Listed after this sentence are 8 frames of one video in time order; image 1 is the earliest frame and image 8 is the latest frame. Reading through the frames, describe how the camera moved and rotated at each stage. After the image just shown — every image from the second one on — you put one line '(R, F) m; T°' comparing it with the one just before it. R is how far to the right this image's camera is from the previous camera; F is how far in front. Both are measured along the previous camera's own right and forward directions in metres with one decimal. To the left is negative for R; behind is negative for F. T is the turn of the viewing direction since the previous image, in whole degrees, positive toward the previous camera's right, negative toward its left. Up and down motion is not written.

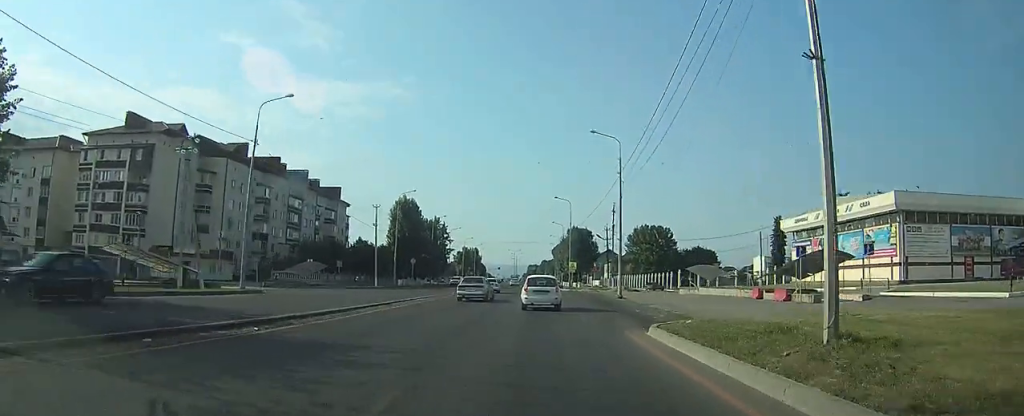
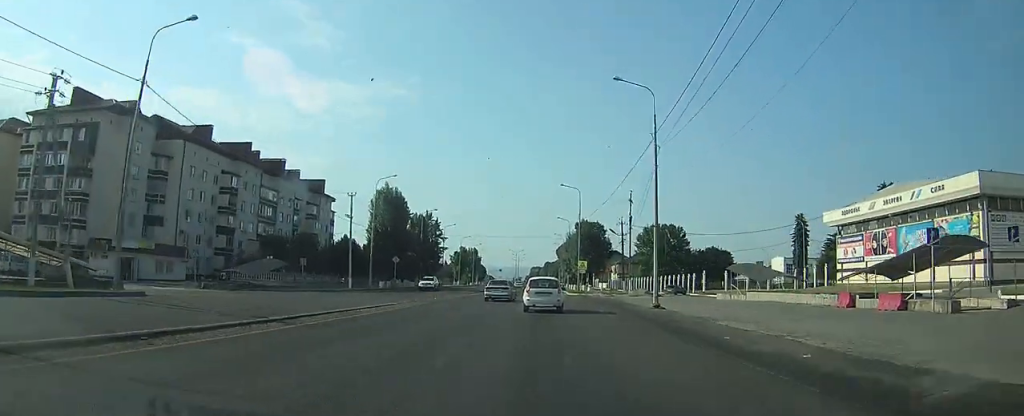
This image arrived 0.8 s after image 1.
(+0.4, +12.5) m; 0°
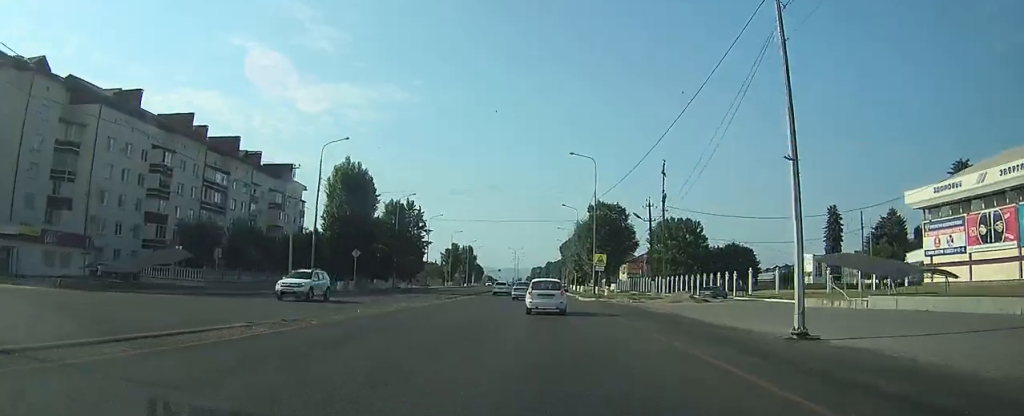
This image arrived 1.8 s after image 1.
(-0.3, +15.5) m; -5°
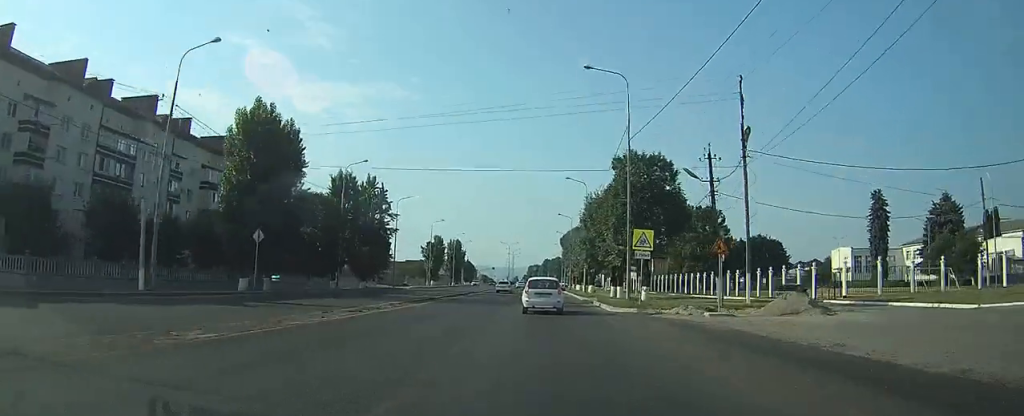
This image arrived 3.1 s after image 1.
(-0.8, +16.6) m; -1°
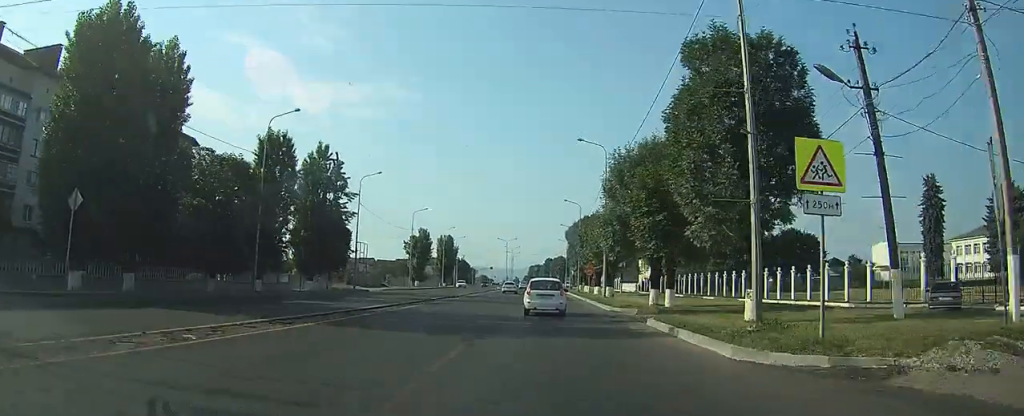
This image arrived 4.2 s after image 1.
(+0.5, +17.4) m; +2°
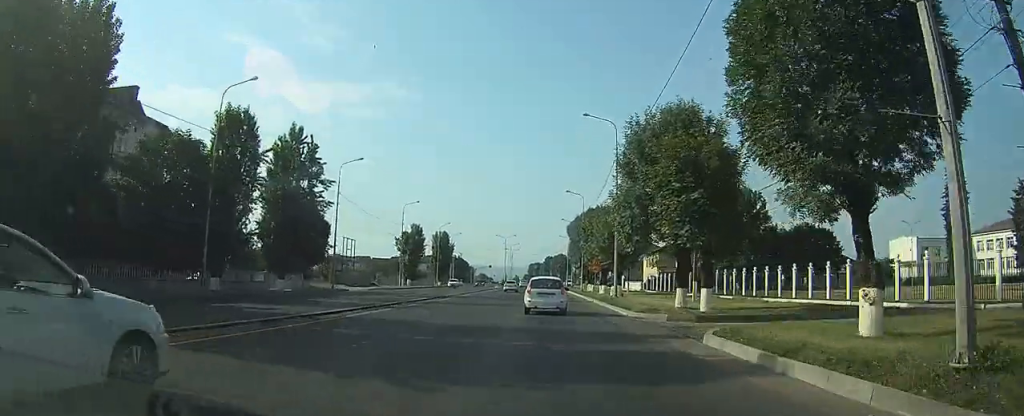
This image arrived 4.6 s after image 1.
(0.0, +7.0) m; 0°
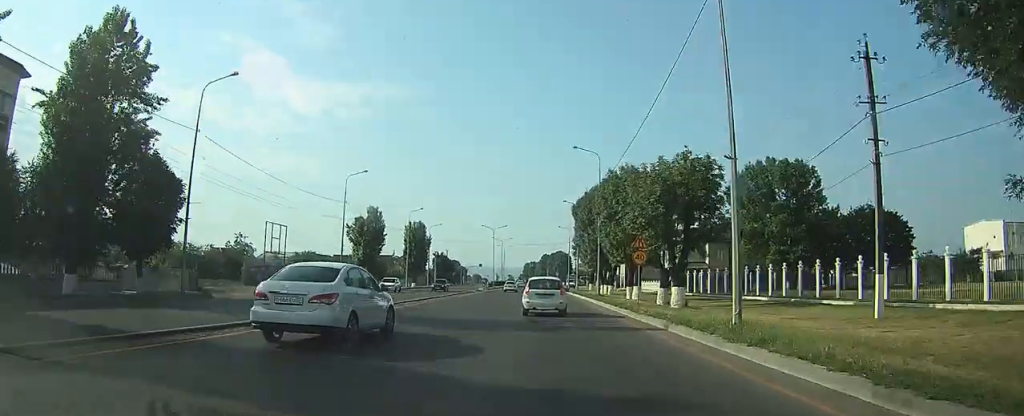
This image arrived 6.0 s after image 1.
(0.0, +25.8) m; 0°
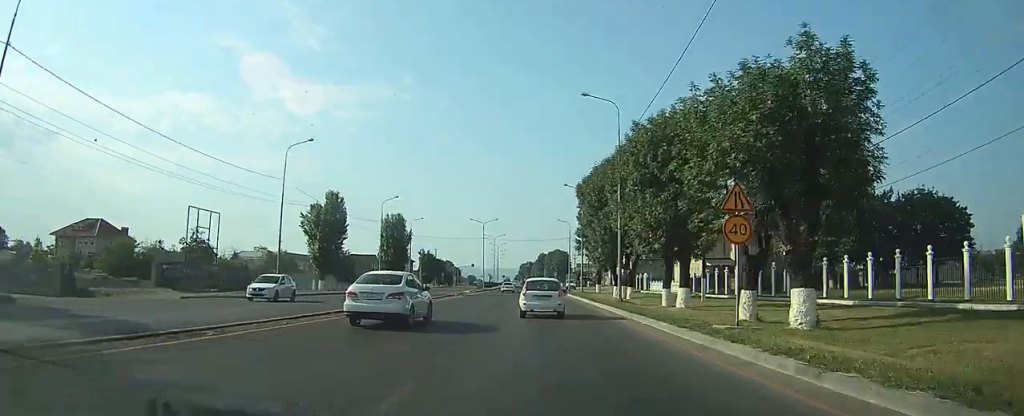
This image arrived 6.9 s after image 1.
(0.0, +14.8) m; 0°
